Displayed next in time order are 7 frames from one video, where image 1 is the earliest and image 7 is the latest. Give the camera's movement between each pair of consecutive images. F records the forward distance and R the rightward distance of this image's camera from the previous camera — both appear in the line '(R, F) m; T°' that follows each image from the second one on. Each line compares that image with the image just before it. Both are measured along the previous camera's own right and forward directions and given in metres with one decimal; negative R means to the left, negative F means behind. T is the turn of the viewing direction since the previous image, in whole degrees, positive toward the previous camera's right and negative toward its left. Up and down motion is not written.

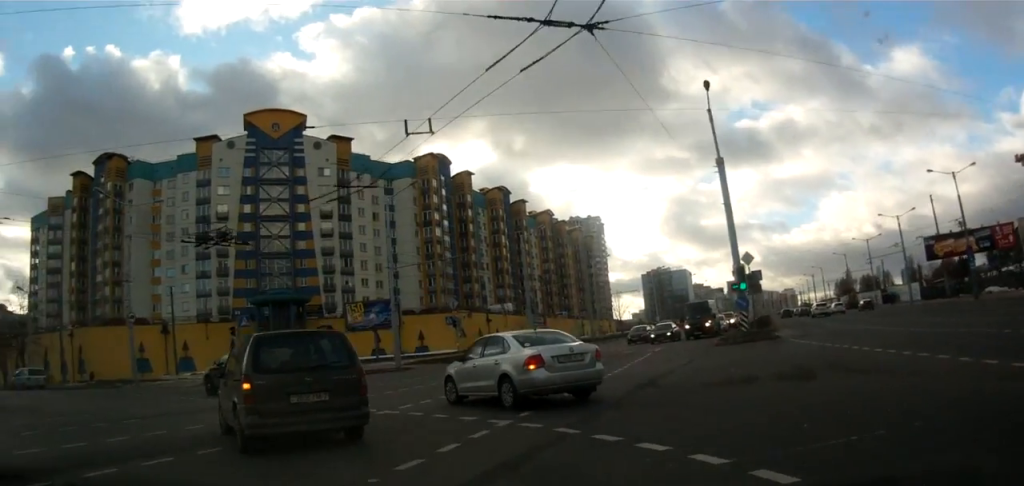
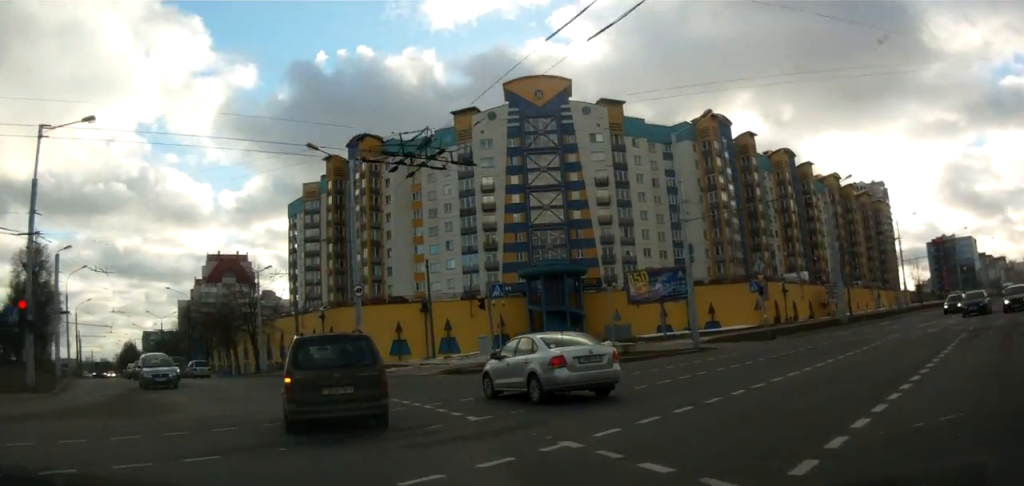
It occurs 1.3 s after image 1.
(-1.6, +7.5) m; -27°
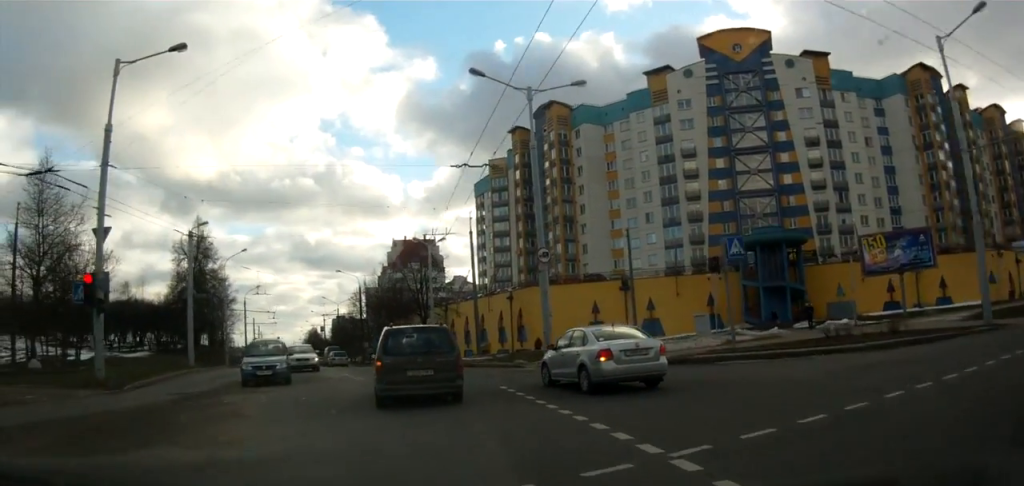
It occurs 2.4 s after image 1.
(-1.2, +7.4) m; -14°
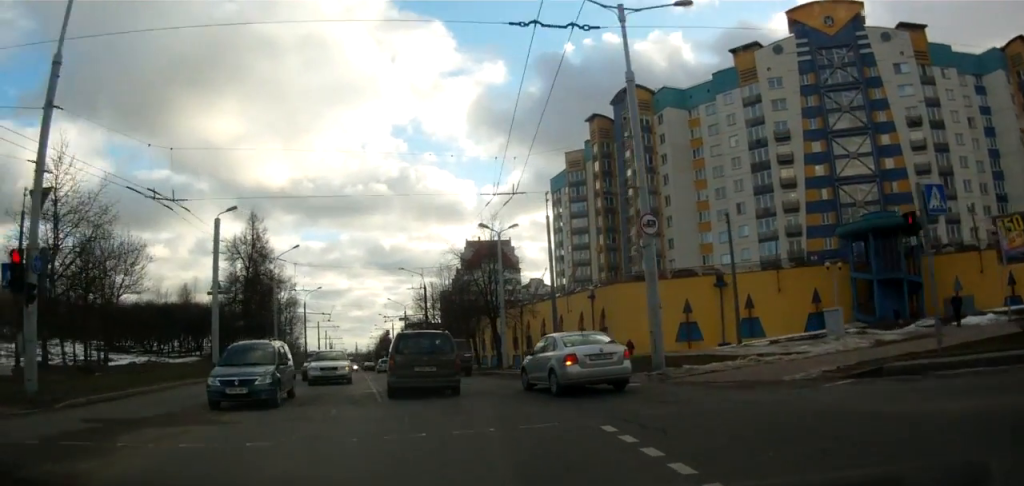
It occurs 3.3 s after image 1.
(-0.4, +7.4) m; -8°
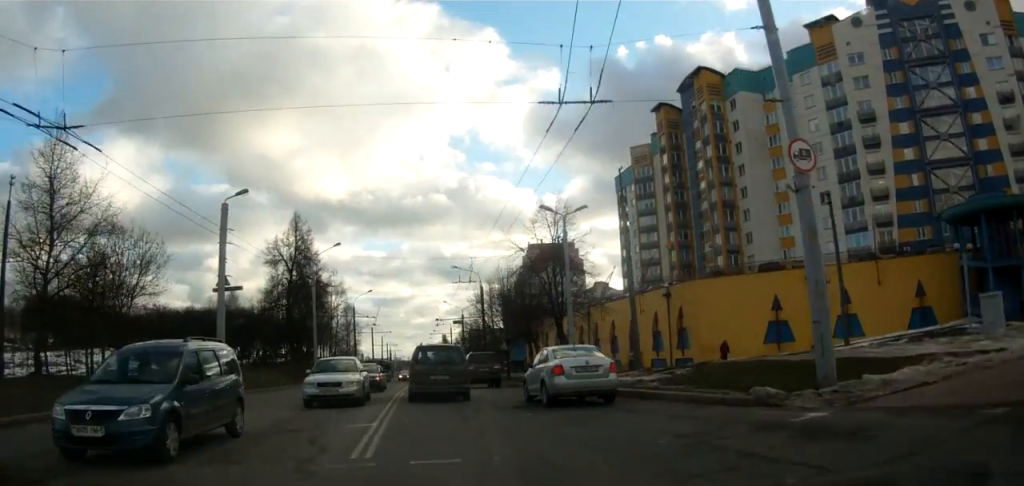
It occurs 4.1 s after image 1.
(-0.6, +7.2) m; -7°
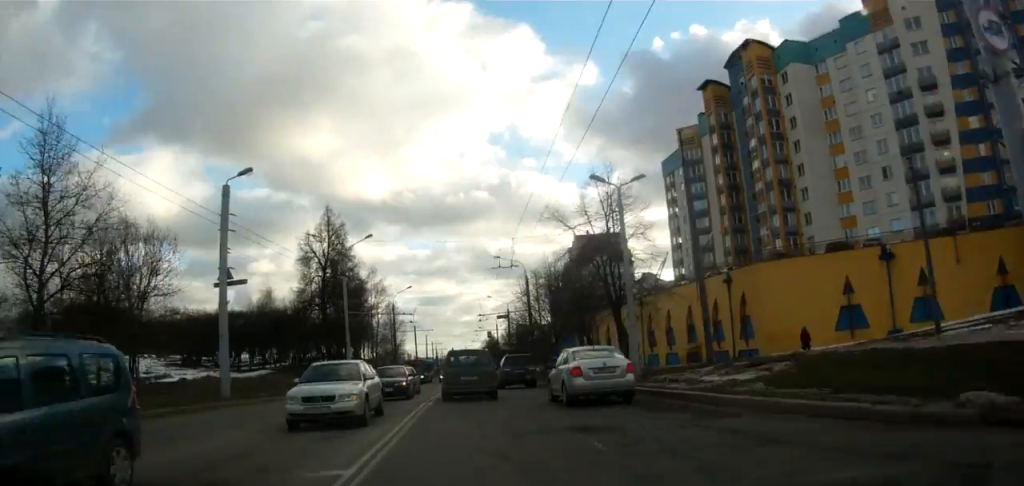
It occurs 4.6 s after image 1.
(-0.2, +4.5) m; -3°
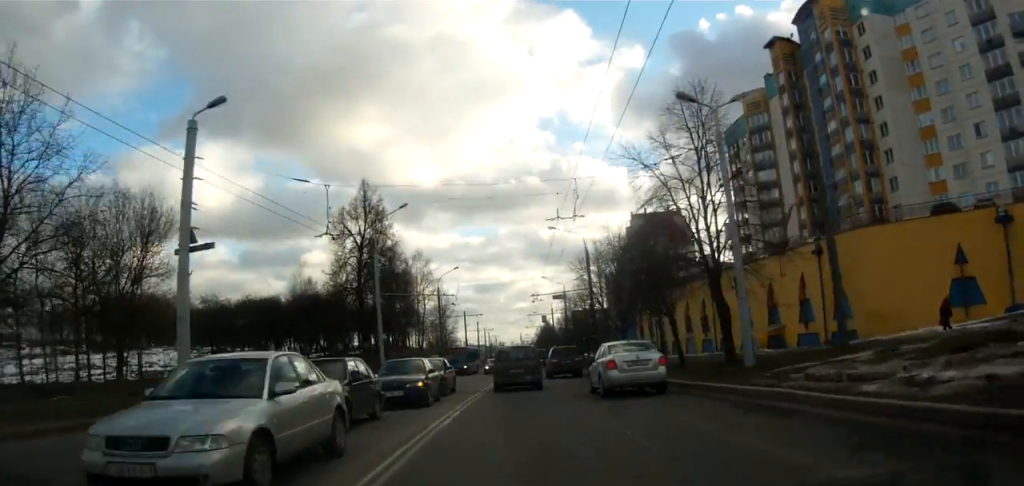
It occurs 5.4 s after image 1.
(-0.3, +7.6) m; -4°
